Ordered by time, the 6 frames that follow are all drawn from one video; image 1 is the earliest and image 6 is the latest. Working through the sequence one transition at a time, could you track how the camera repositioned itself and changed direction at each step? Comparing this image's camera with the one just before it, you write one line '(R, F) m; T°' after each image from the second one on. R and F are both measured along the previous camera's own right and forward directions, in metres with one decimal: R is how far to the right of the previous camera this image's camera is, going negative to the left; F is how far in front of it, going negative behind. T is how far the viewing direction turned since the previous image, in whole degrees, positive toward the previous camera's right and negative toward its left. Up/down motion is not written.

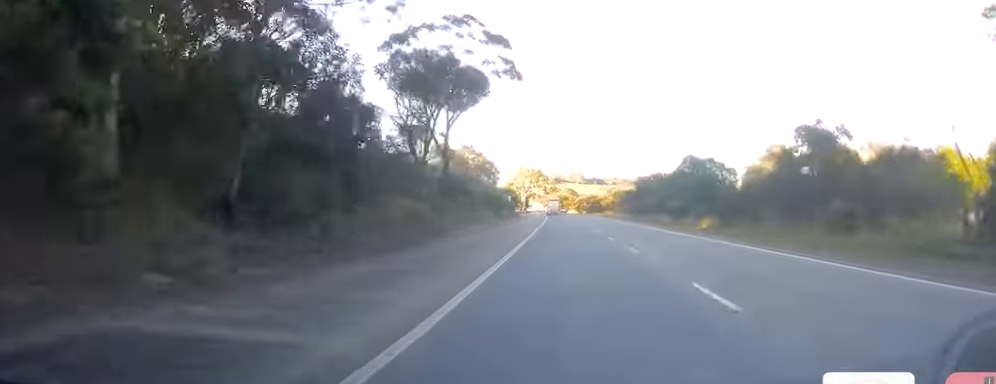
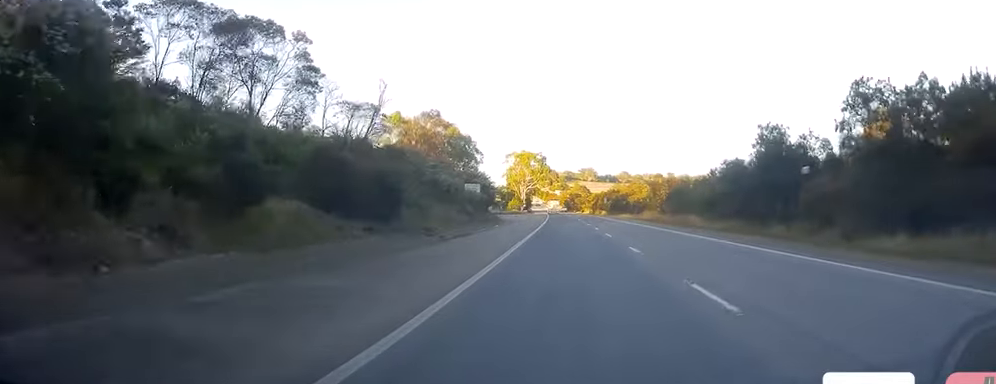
(-0.8, +59.8) m; 0°
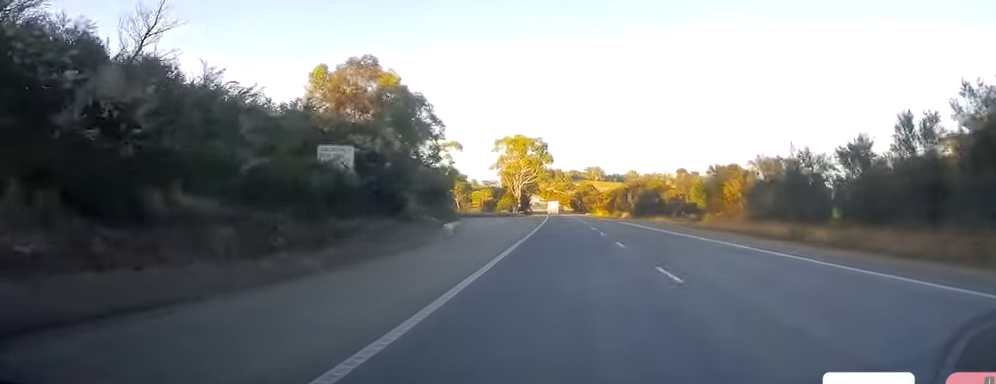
(+0.5, +43.8) m; -1°
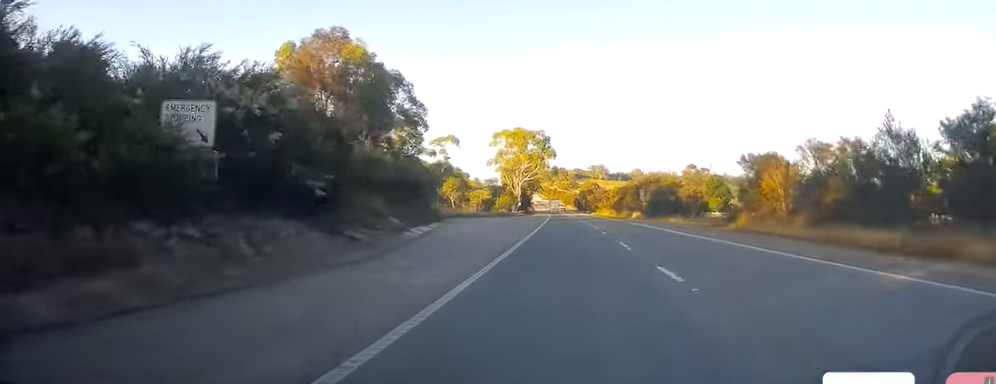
(-0.3, +12.0) m; 0°
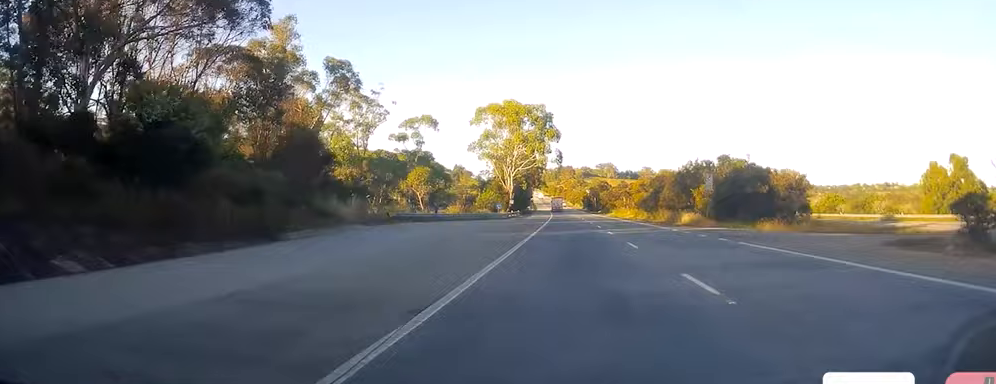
(-0.4, +38.1) m; 0°
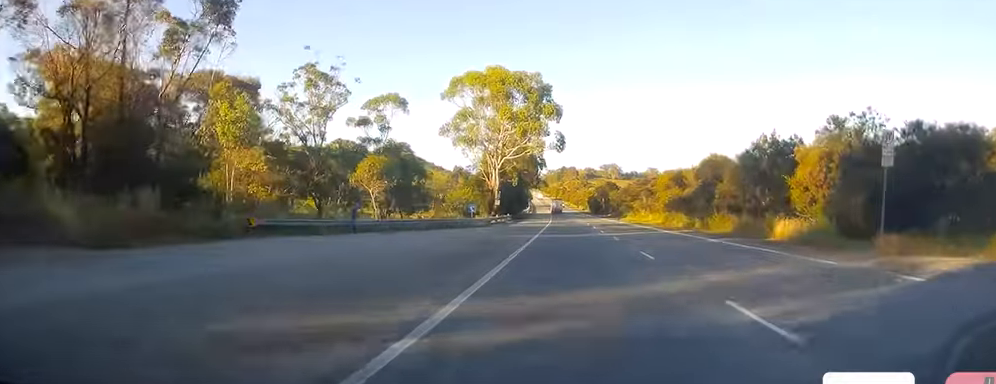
(-0.1, +28.0) m; 0°
